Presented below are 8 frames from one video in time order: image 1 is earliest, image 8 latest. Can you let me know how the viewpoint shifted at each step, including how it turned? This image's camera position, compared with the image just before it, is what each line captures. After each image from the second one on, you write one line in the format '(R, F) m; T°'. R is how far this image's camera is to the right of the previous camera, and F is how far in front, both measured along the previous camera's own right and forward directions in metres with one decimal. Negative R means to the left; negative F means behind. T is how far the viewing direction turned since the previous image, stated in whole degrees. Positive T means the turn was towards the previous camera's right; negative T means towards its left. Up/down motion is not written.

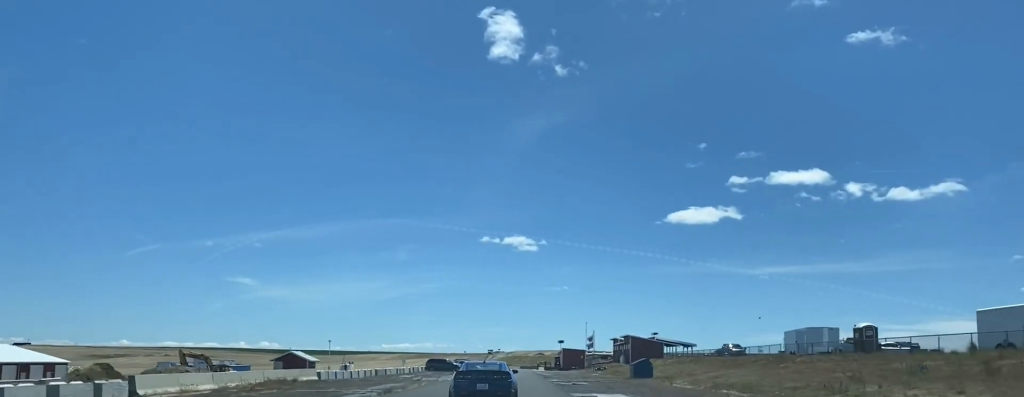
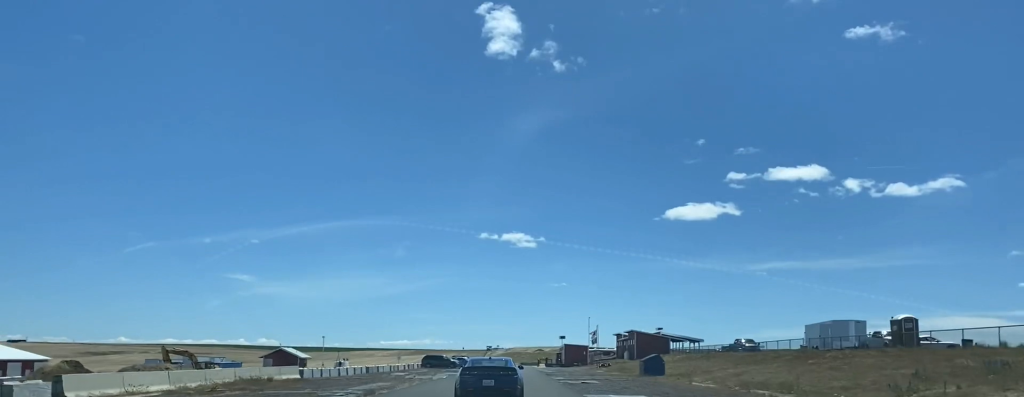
(0.0, +4.8) m; 0°
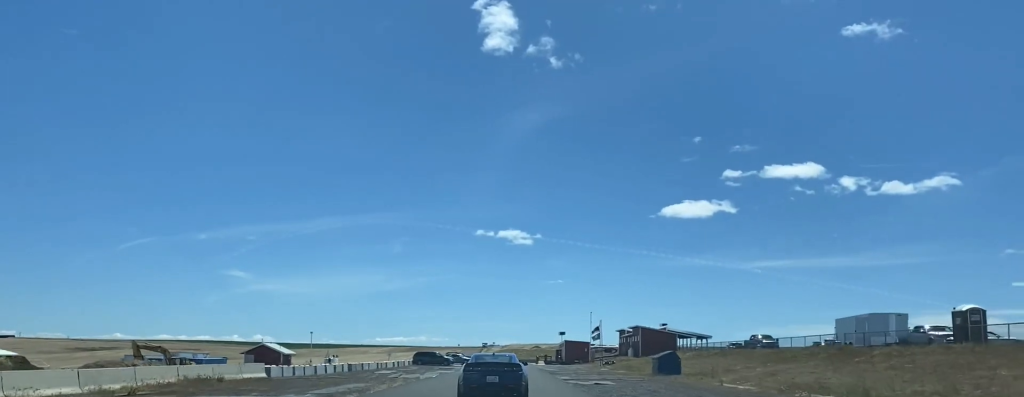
(-0.3, +6.4) m; 0°
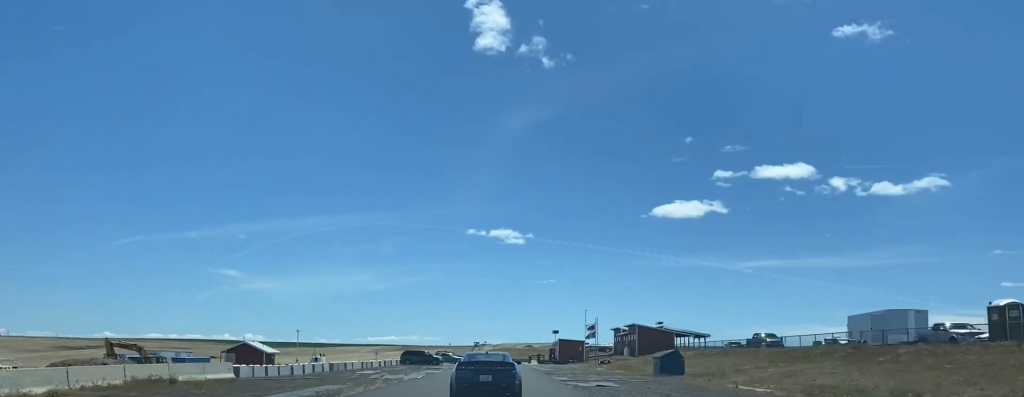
(+0.2, +3.9) m; +1°
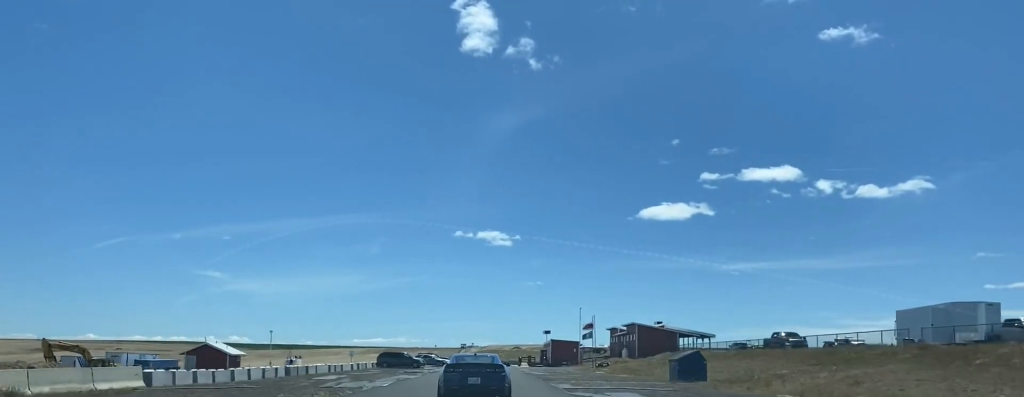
(+0.2, +8.2) m; +1°
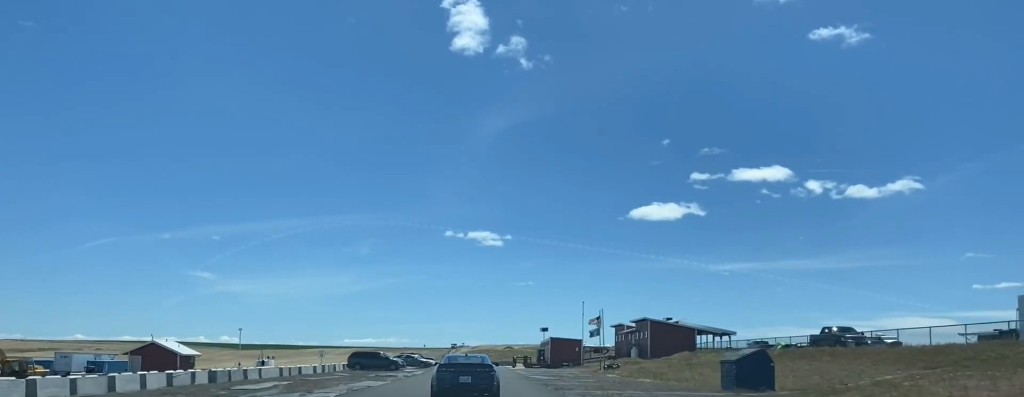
(-0.1, +13.3) m; 0°
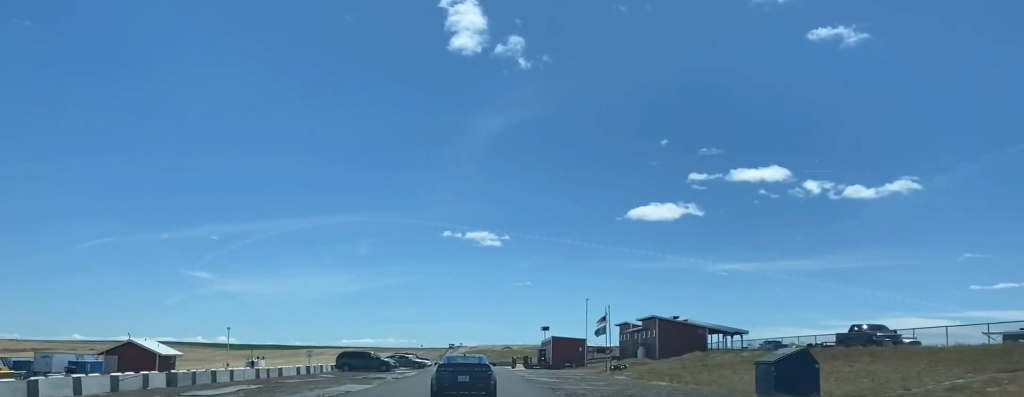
(0.0, +5.4) m; 0°
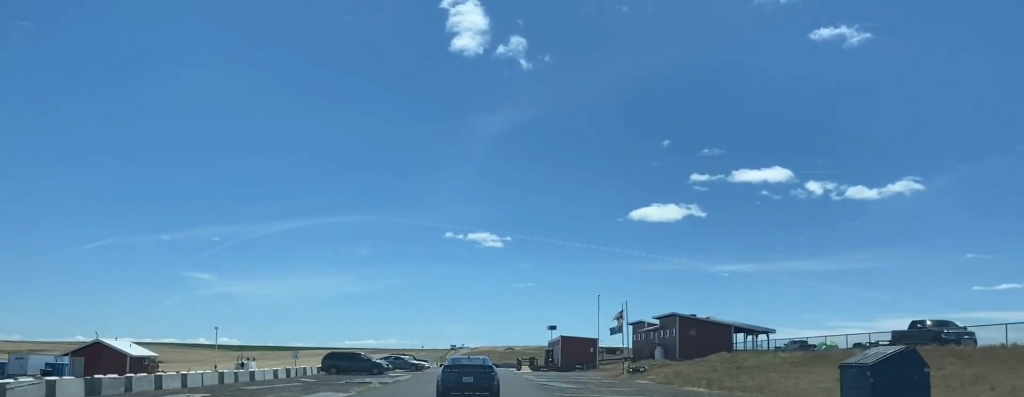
(0.0, +7.0) m; 0°
